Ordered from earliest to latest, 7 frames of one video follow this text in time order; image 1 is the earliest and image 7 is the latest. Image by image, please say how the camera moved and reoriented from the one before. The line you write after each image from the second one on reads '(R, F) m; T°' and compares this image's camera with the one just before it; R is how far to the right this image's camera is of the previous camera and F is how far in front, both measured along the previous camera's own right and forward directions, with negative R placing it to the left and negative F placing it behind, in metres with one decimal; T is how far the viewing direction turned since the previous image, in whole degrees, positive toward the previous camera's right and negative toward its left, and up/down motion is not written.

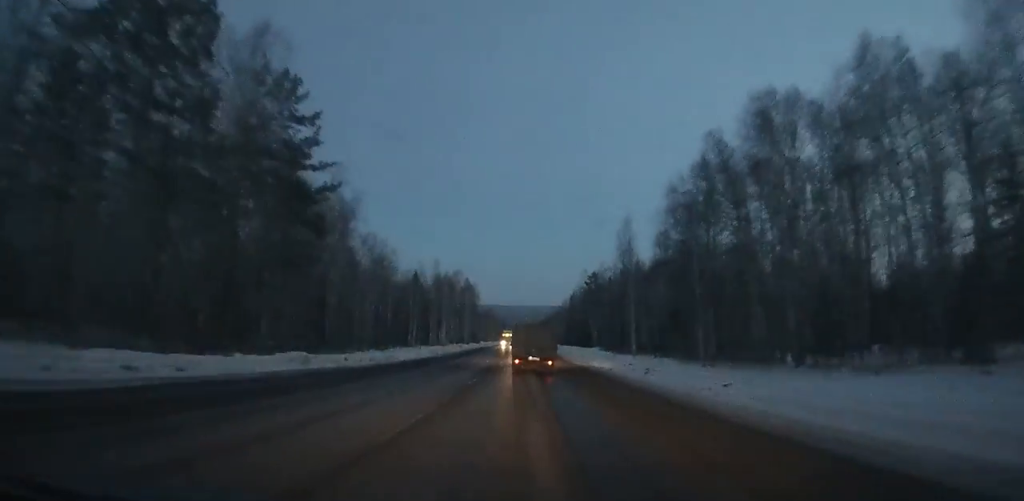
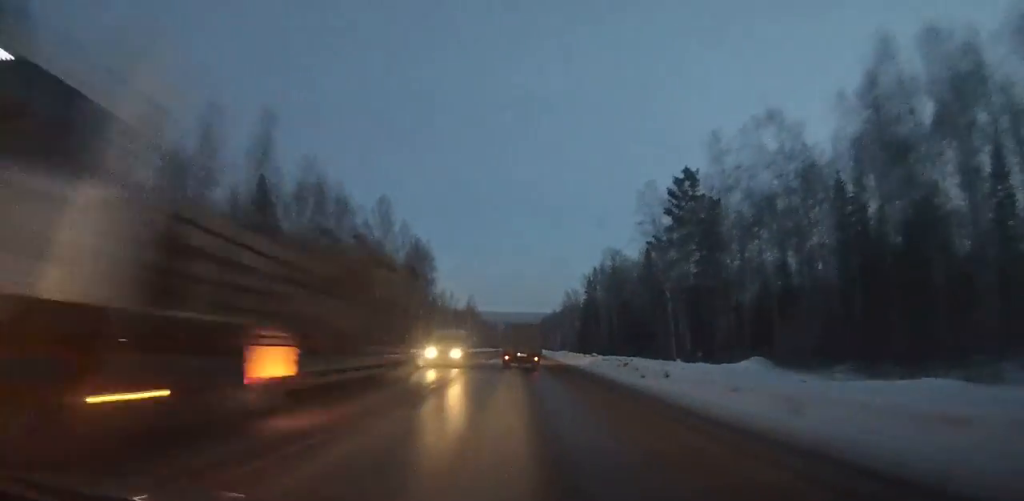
(+0.6, +83.3) m; 0°
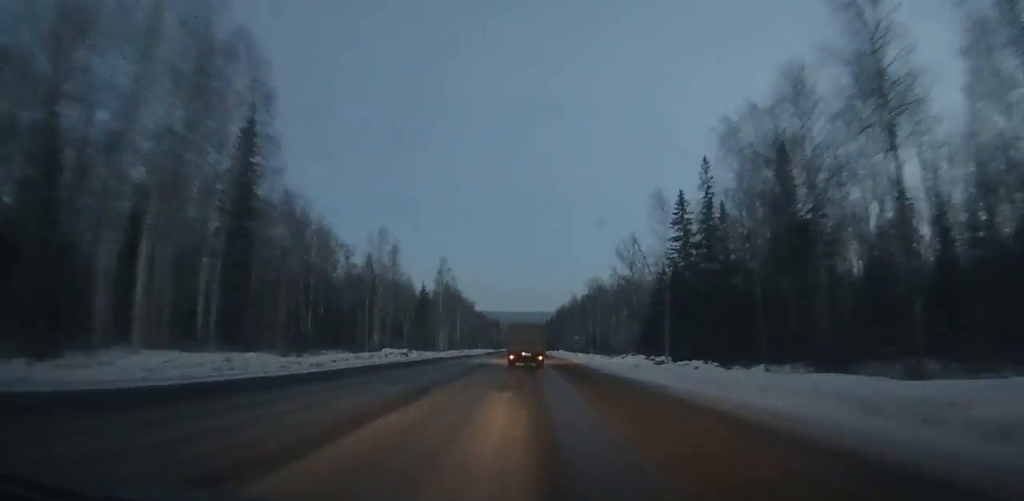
(-0.6, +80.1) m; 0°
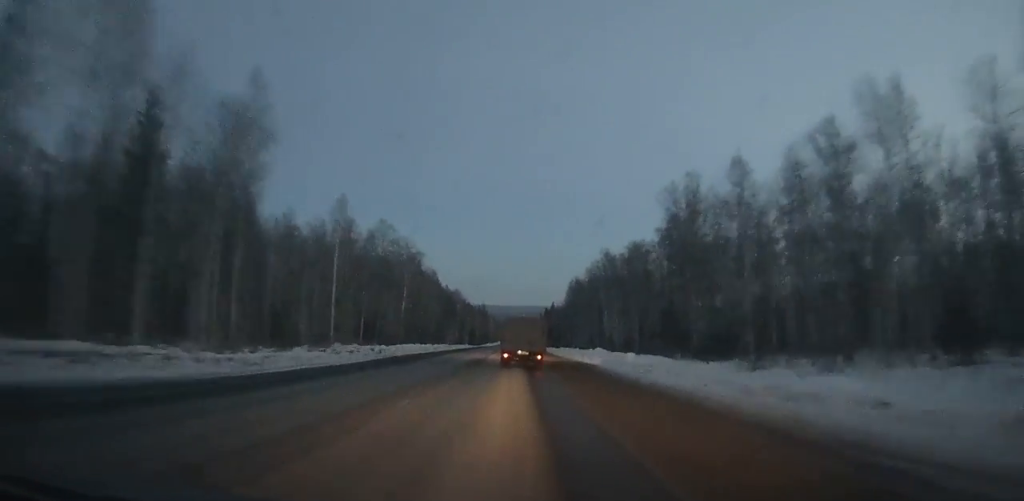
(+0.4, +89.8) m; +1°
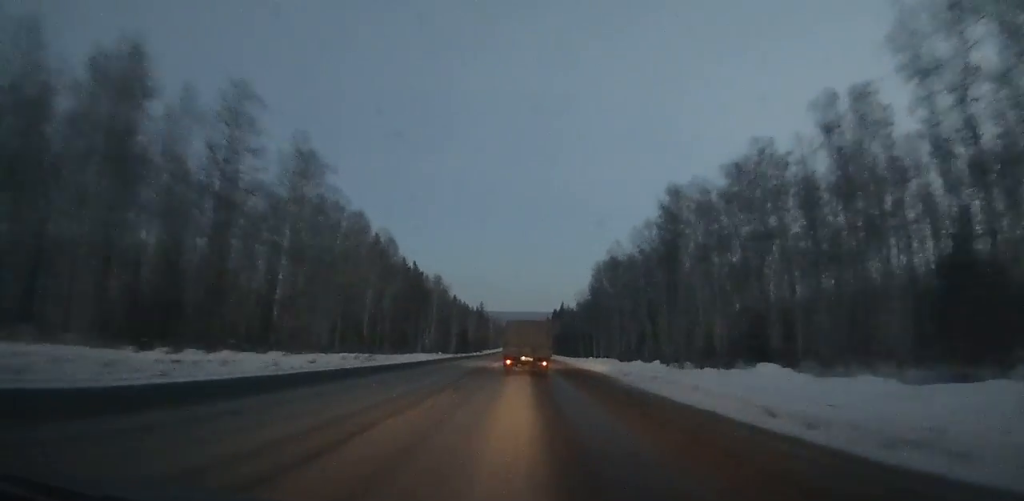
(+0.3, +49.8) m; 0°
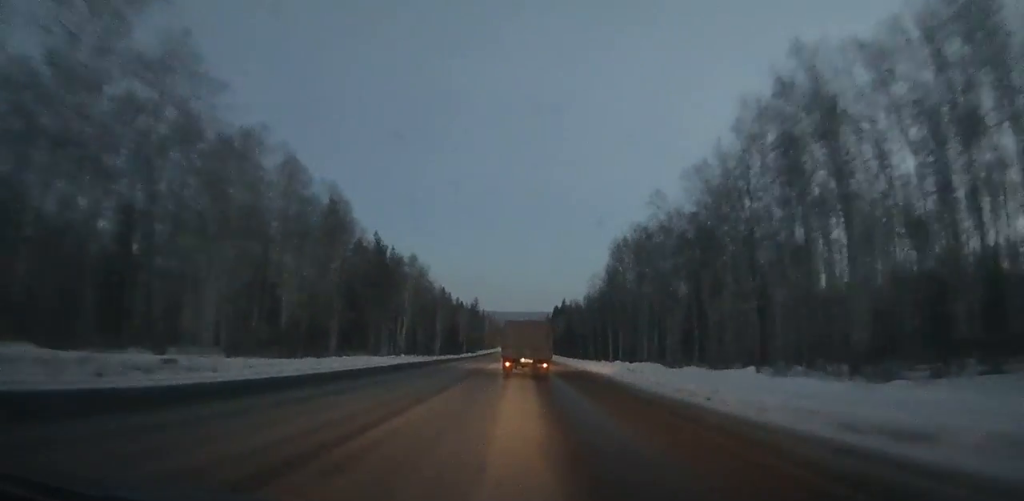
(0.0, +25.8) m; 0°
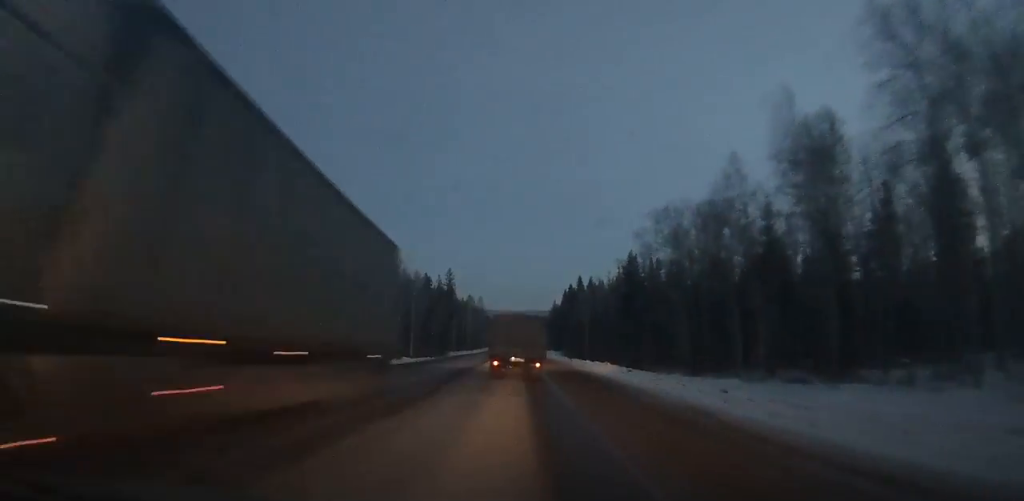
(-0.3, +88.6) m; 0°
